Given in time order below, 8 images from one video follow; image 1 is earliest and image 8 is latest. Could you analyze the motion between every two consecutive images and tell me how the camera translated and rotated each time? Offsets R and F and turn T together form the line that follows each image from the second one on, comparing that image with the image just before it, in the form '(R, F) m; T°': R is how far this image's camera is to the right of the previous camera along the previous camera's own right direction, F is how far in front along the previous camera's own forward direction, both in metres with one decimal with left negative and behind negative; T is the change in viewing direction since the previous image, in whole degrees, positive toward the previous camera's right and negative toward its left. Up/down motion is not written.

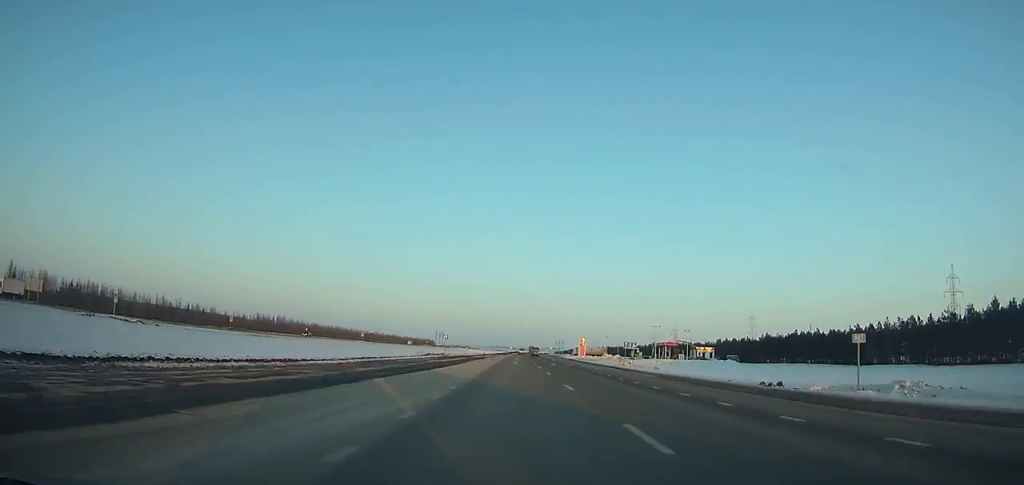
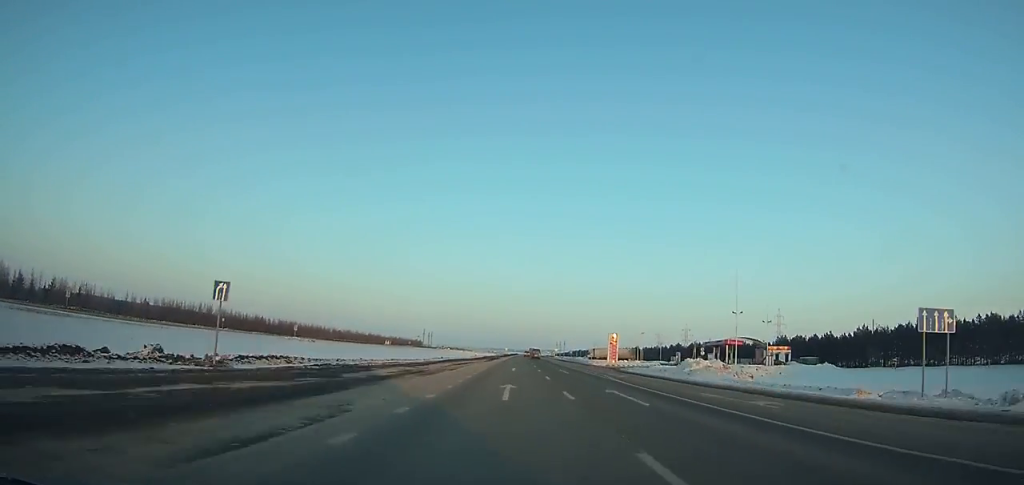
(+0.3, +61.4) m; +1°
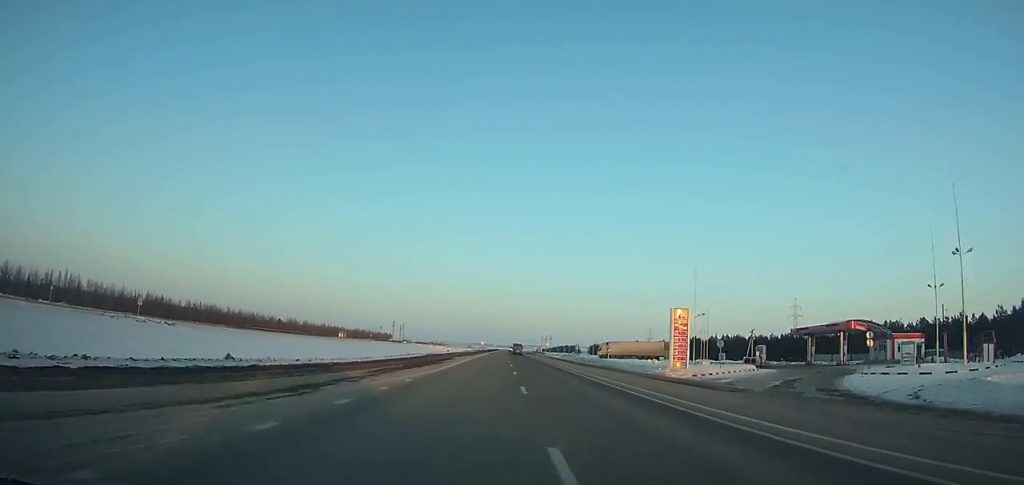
(+0.4, +57.8) m; 0°
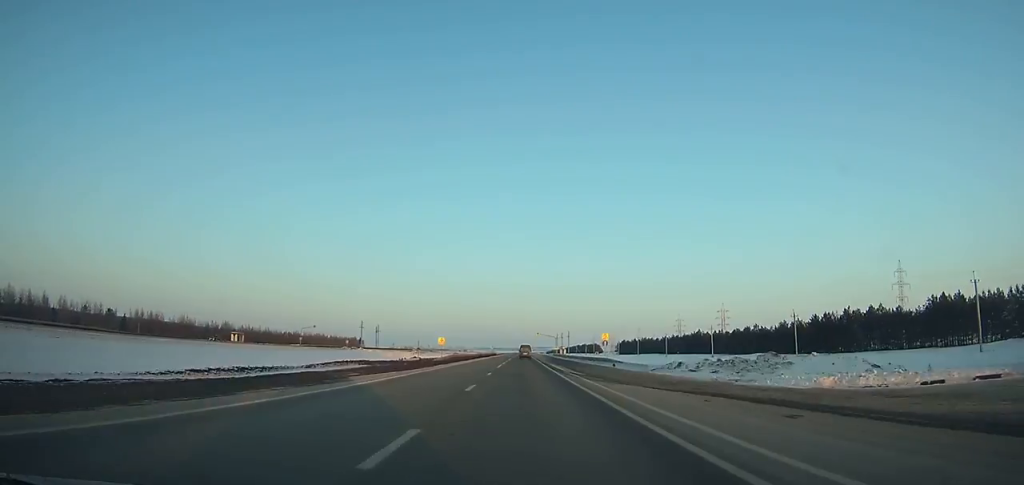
(-0.7, +116.1) m; -1°
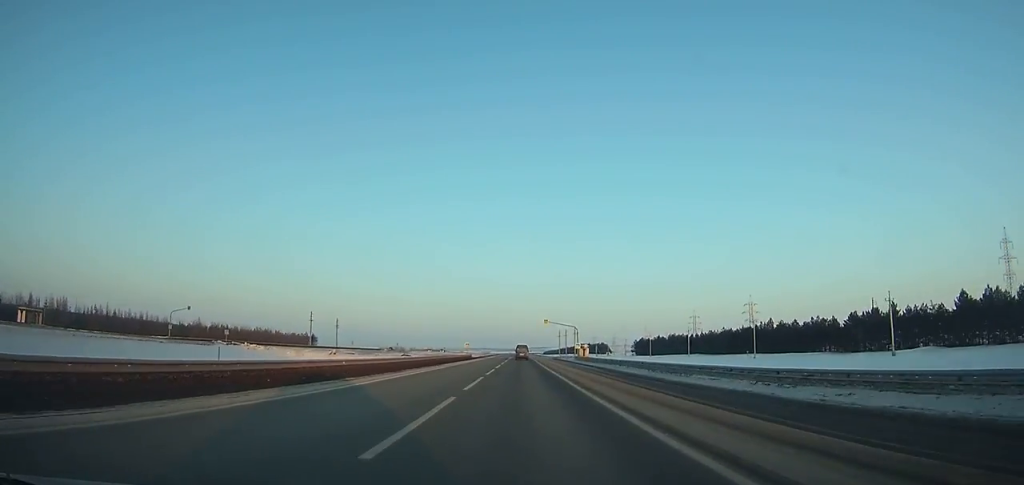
(+0.5, +82.7) m; +1°
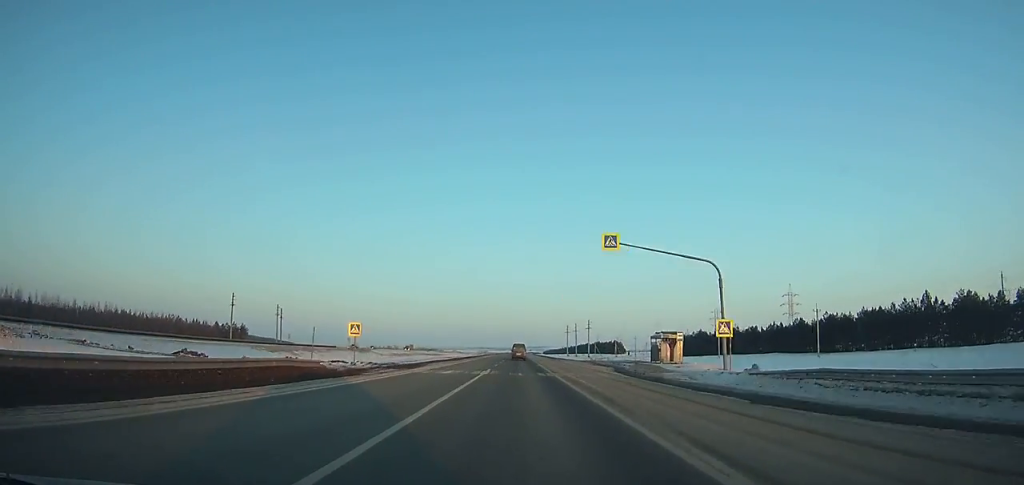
(+0.2, +79.2) m; 0°
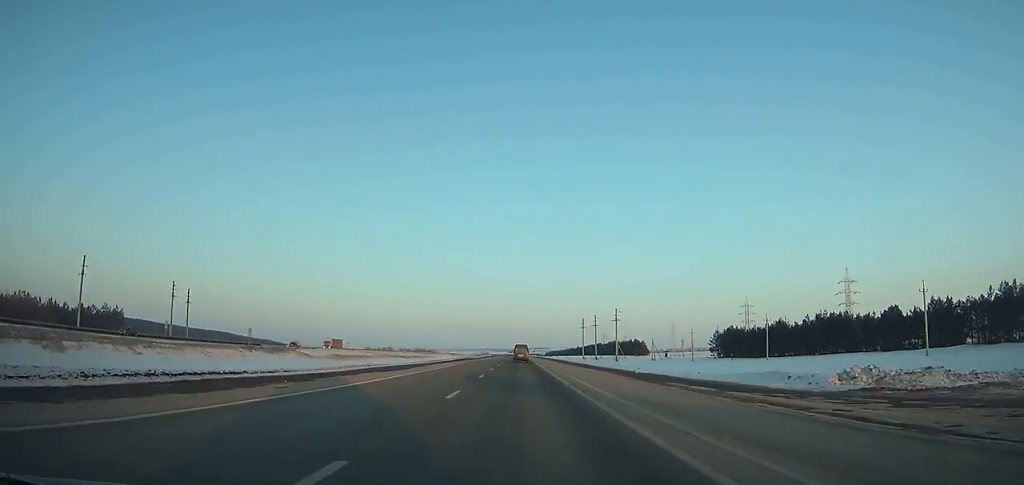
(0.0, +79.0) m; 0°
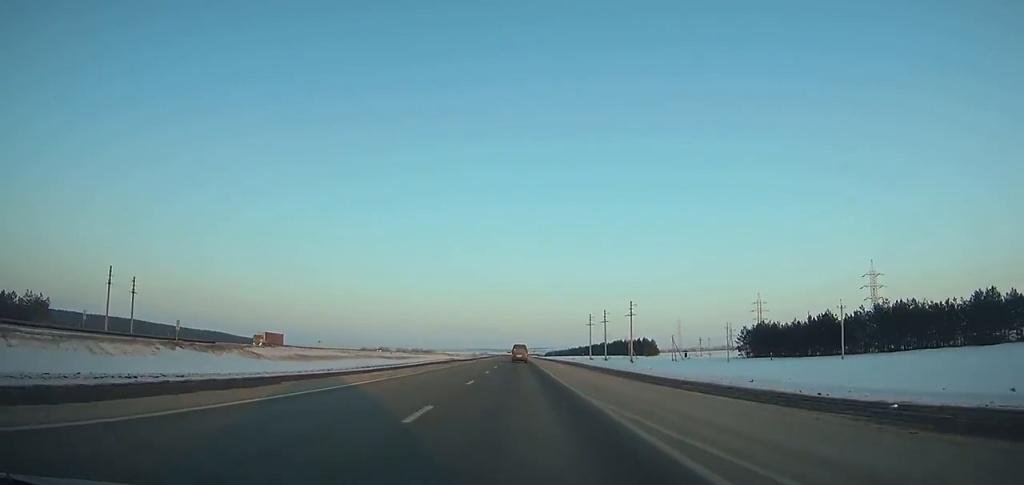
(0.0, +28.6) m; 0°
